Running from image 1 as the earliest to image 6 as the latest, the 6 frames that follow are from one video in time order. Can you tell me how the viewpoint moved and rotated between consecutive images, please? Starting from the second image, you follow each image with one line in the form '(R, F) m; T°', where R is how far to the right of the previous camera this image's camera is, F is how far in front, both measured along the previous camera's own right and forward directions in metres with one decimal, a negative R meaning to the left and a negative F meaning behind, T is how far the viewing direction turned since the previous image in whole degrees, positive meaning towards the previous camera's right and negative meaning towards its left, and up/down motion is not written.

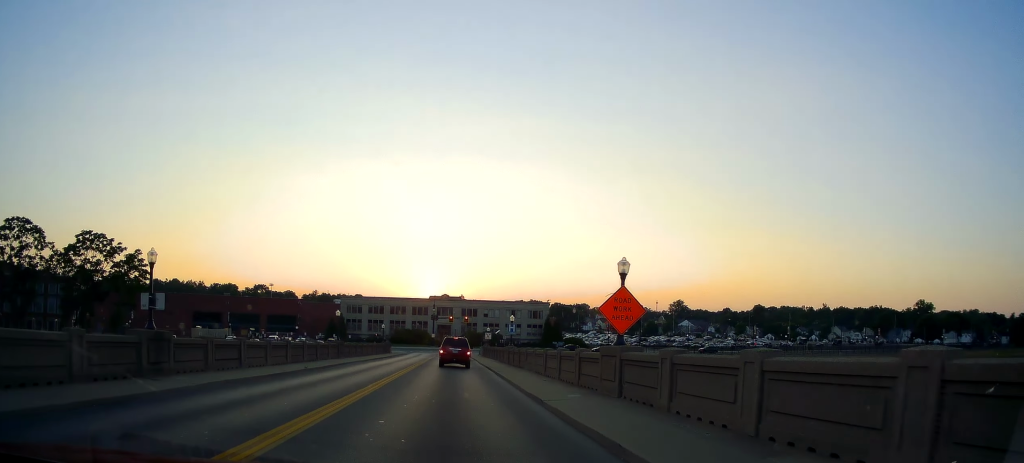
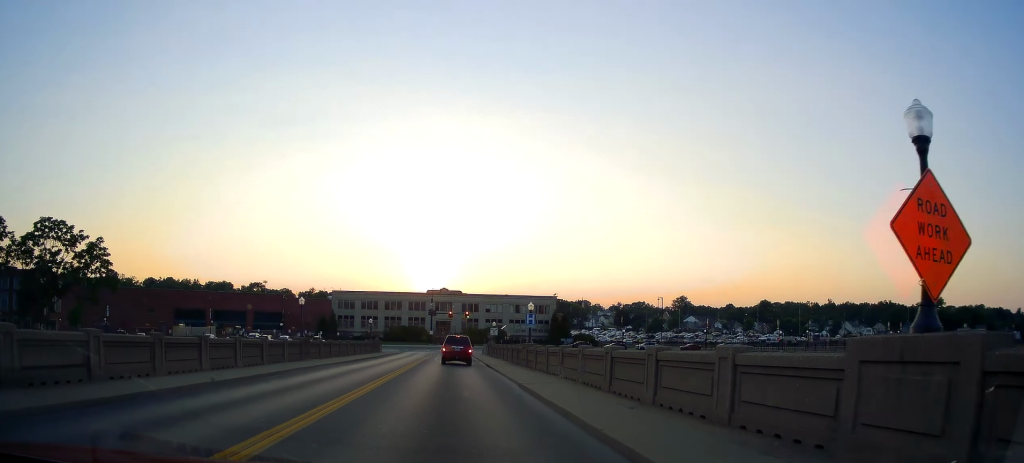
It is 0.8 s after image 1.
(0.0, +10.7) m; +2°
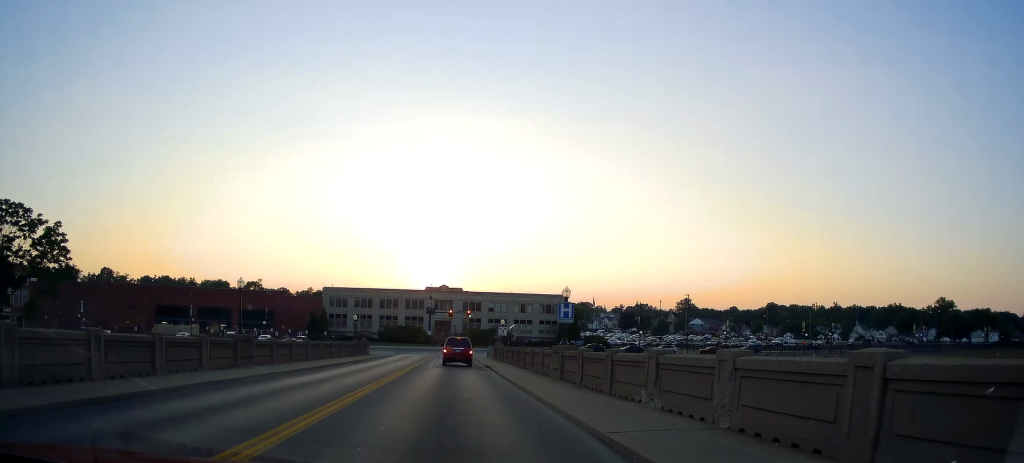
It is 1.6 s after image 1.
(+0.3, +10.2) m; 0°
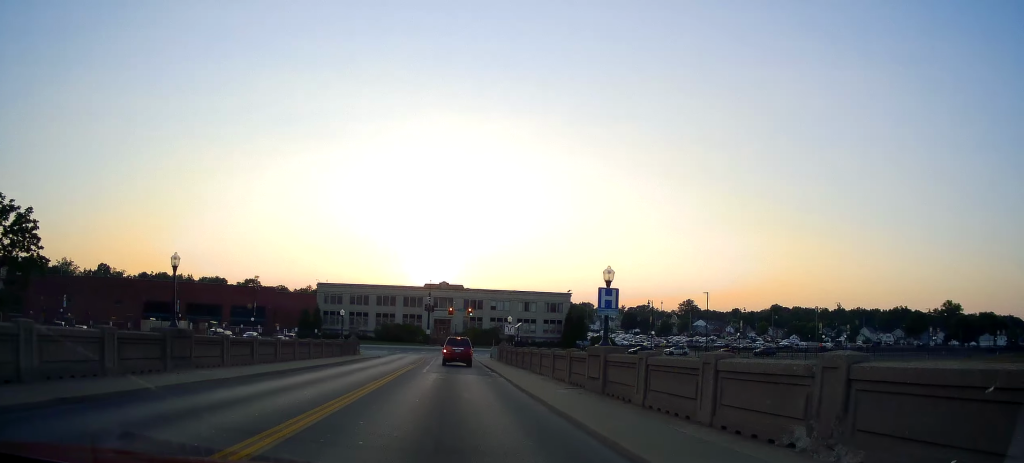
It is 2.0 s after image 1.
(0.0, +6.2) m; -1°
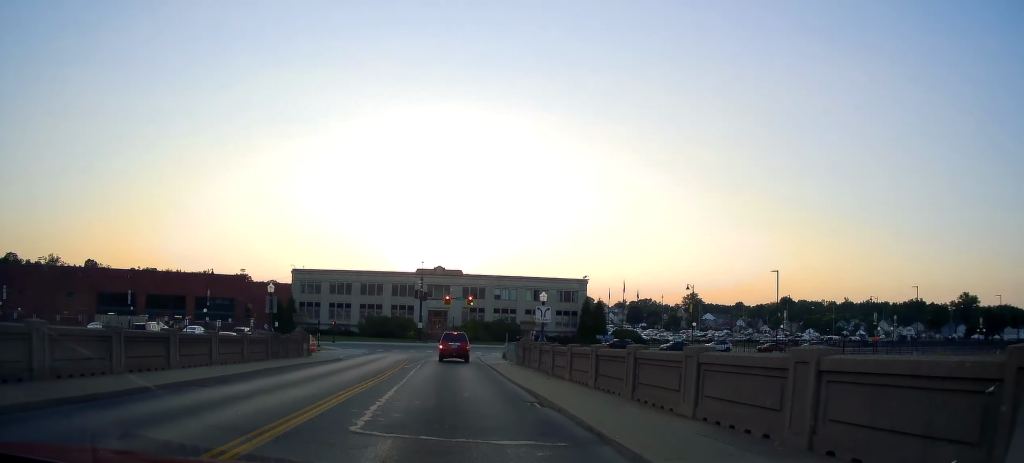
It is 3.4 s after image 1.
(-0.5, +17.6) m; -1°
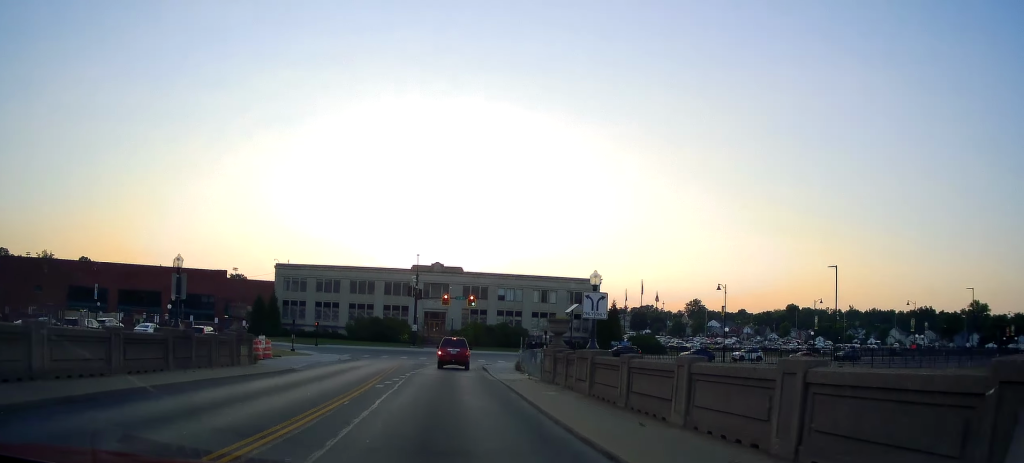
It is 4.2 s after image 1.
(+0.1, +9.8) m; -1°
